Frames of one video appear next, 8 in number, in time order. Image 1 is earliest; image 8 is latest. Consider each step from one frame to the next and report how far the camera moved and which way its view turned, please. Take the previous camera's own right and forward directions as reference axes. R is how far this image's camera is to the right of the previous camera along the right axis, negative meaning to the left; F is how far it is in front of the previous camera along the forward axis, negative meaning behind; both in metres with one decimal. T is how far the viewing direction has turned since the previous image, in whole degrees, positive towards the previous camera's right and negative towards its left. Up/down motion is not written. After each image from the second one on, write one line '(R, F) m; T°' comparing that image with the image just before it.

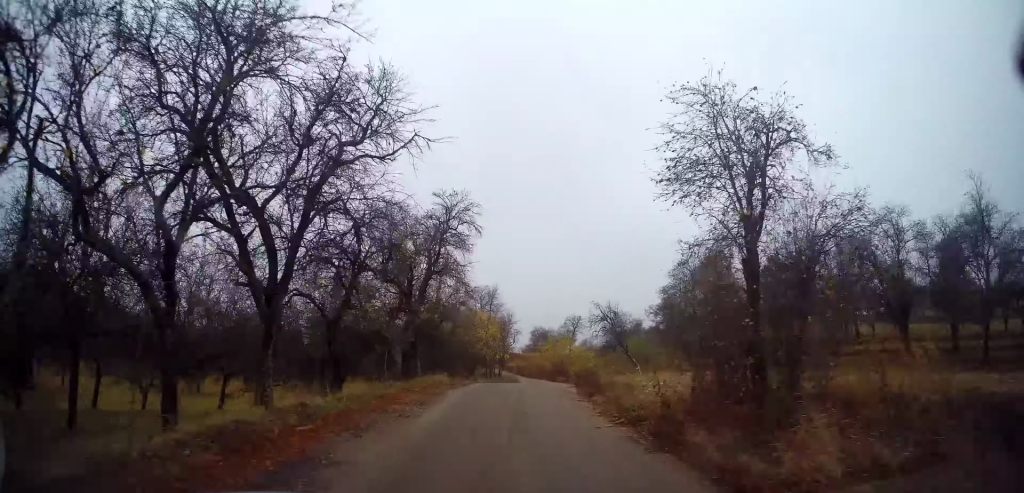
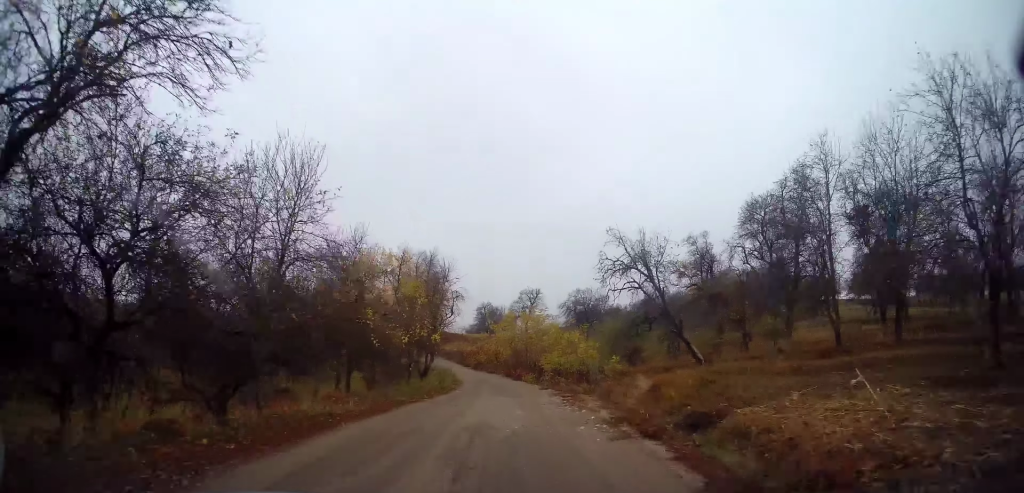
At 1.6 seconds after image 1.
(+0.3, +18.5) m; +3°
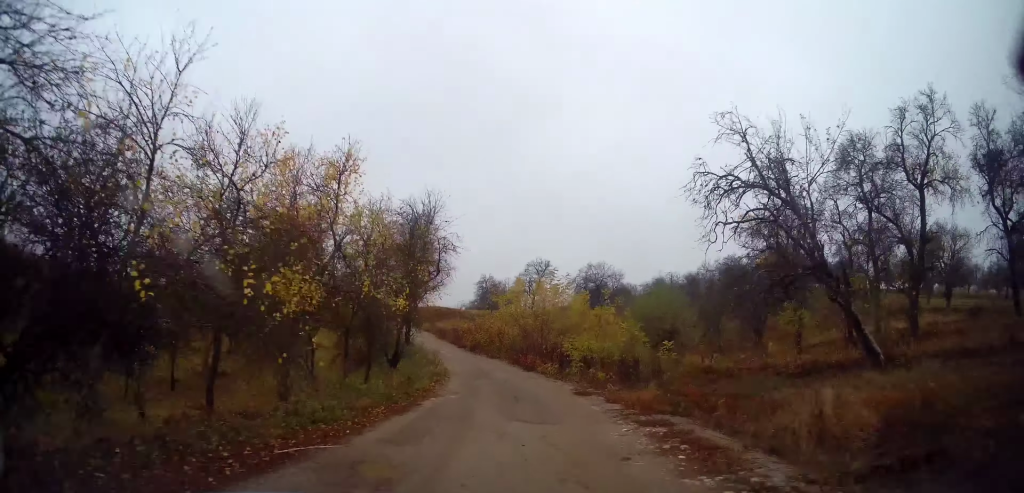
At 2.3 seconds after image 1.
(+0.2, +8.9) m; +2°
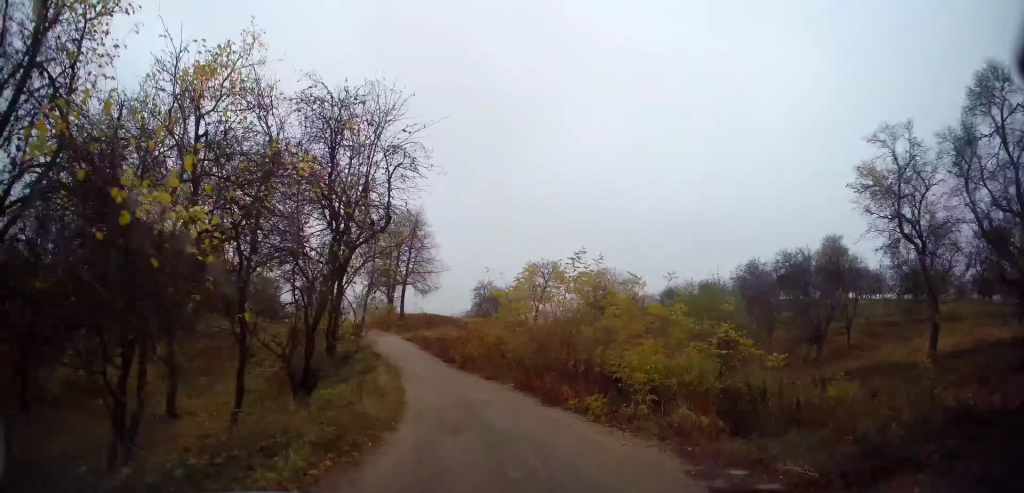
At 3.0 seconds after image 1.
(+0.3, +8.9) m; +1°
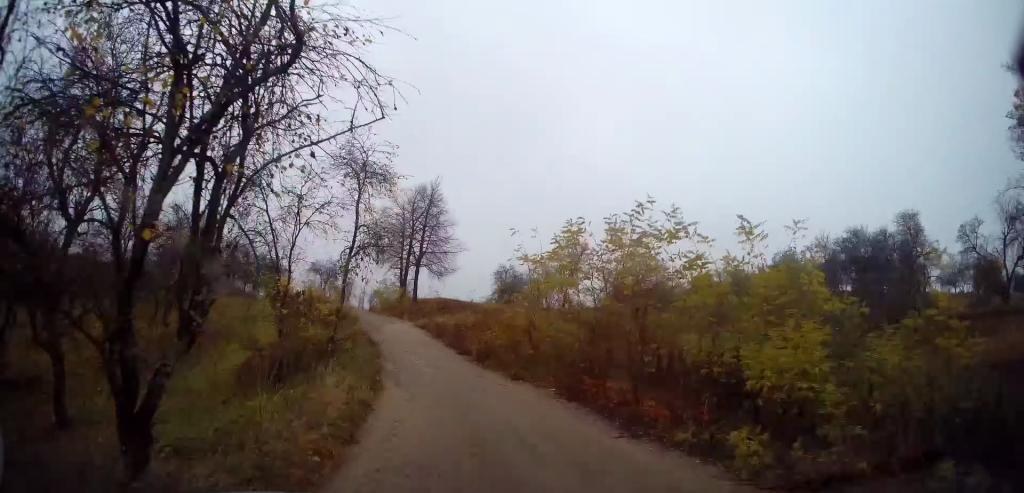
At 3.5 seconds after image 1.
(-0.1, +5.6) m; -3°
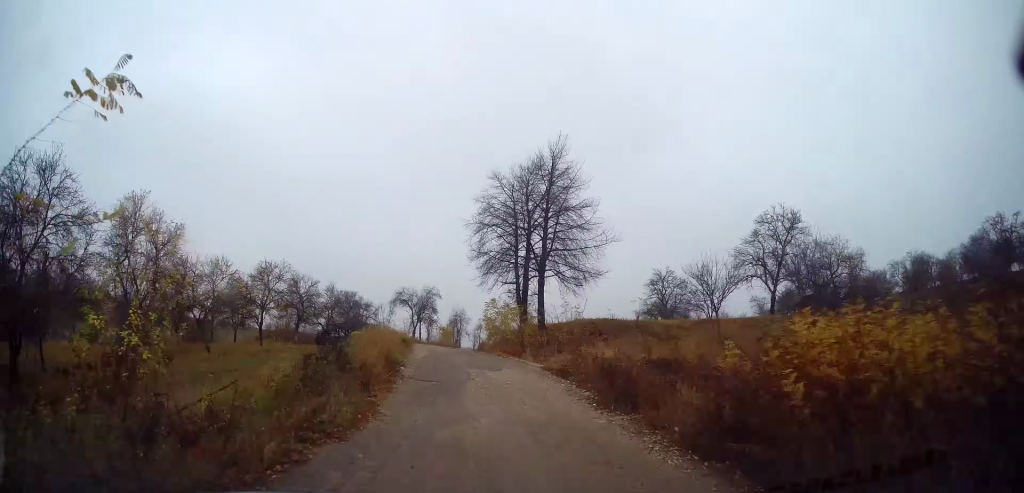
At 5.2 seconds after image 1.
(-2.3, +19.3) m; -12°
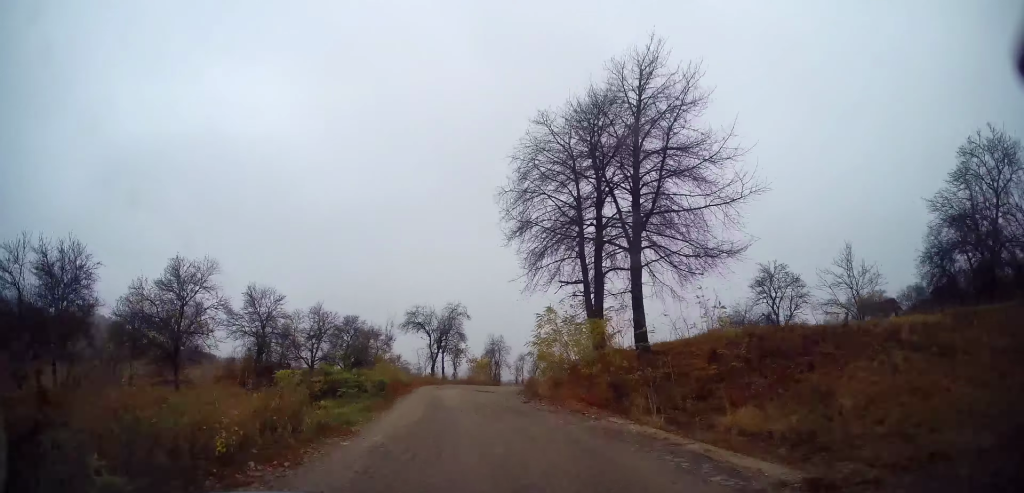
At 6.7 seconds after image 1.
(-0.7, +15.4) m; -6°
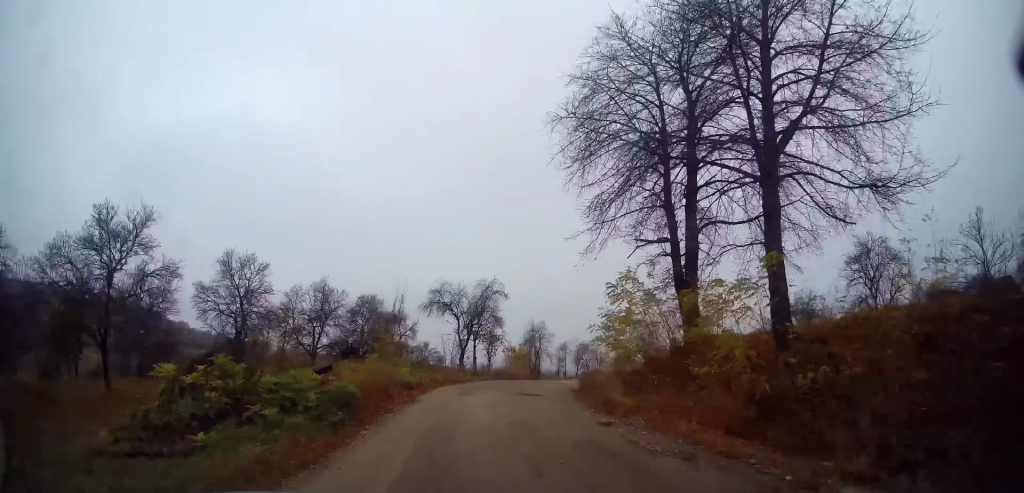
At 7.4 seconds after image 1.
(-0.2, +7.1) m; -2°
